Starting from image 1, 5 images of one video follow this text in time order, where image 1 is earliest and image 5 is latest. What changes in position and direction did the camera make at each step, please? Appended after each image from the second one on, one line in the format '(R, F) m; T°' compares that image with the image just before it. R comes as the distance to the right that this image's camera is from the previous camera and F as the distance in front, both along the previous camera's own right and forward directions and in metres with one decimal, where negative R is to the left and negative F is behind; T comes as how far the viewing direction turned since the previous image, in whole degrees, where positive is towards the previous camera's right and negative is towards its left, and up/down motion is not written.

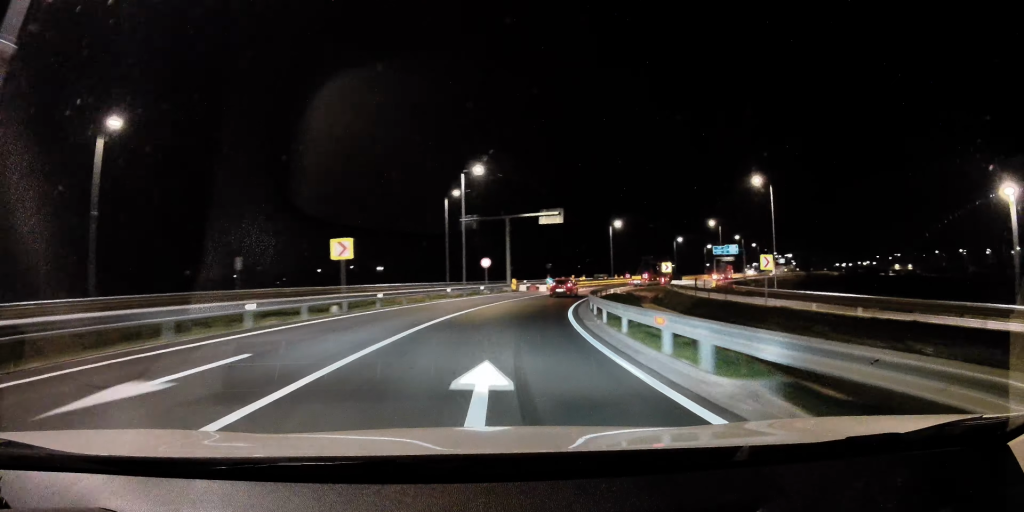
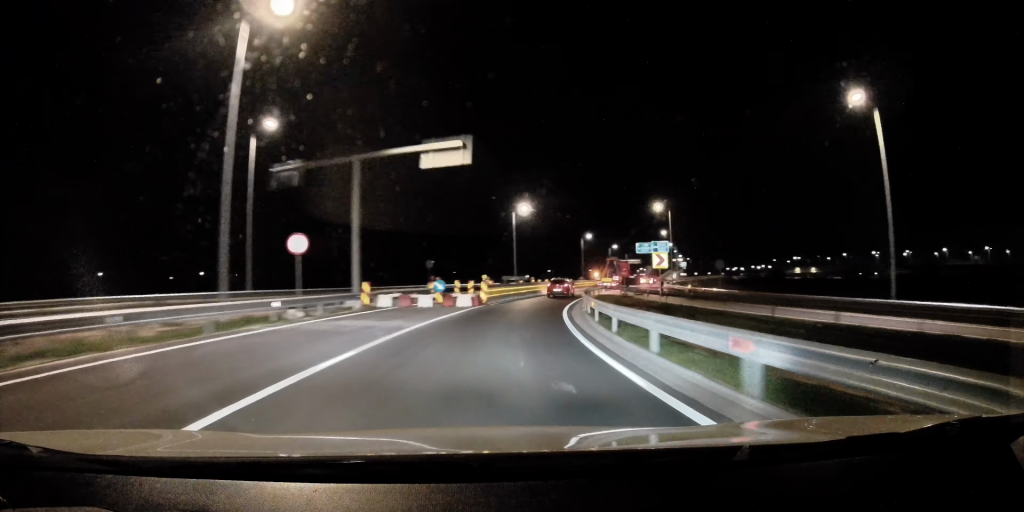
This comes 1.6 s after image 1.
(+4.0, +27.8) m; +18°
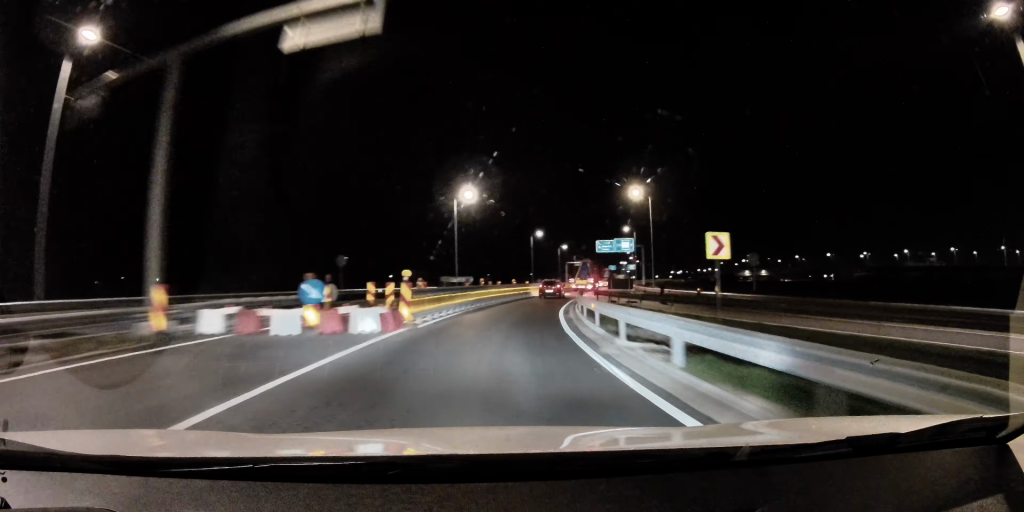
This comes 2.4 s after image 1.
(+1.2, +14.0) m; +8°
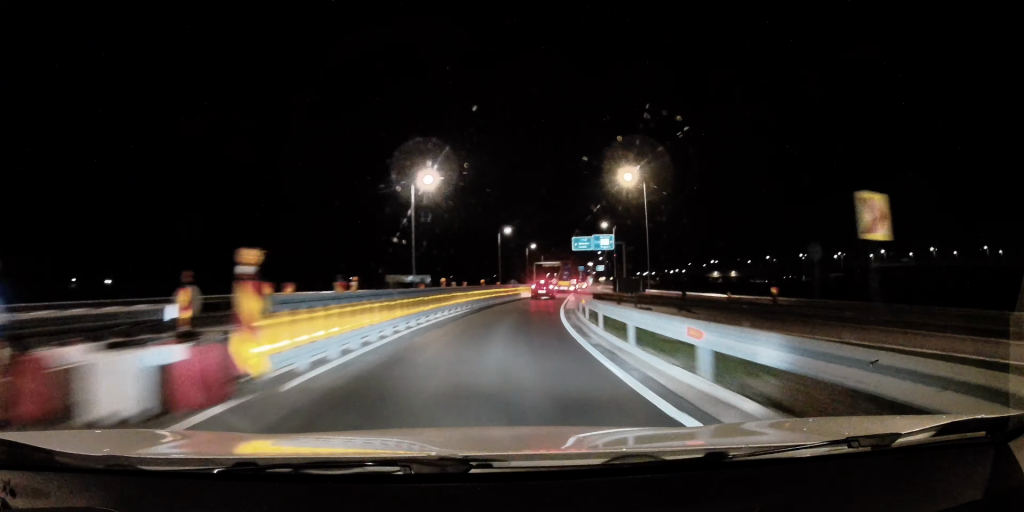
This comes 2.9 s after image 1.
(+0.5, +9.3) m; +3°
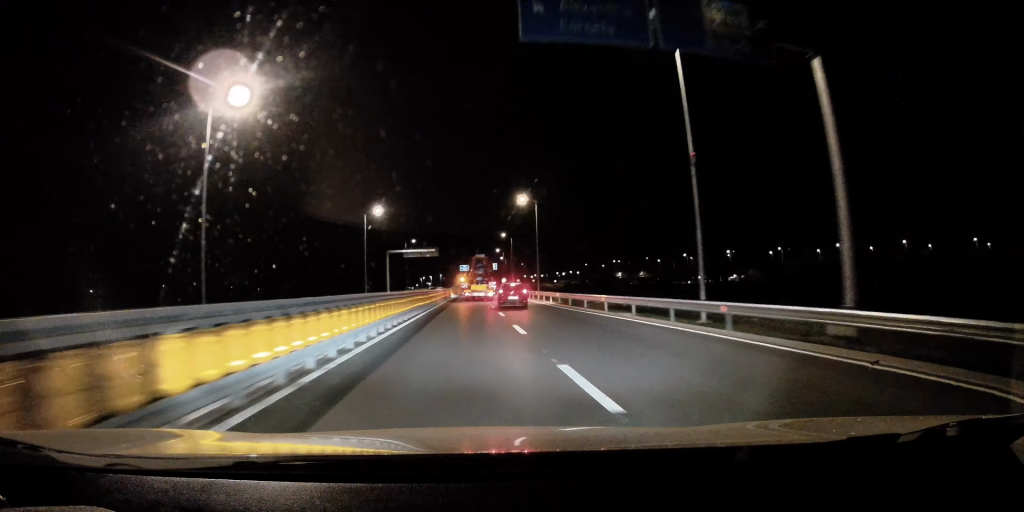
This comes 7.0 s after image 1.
(+6.9, +69.2) m; +11°
